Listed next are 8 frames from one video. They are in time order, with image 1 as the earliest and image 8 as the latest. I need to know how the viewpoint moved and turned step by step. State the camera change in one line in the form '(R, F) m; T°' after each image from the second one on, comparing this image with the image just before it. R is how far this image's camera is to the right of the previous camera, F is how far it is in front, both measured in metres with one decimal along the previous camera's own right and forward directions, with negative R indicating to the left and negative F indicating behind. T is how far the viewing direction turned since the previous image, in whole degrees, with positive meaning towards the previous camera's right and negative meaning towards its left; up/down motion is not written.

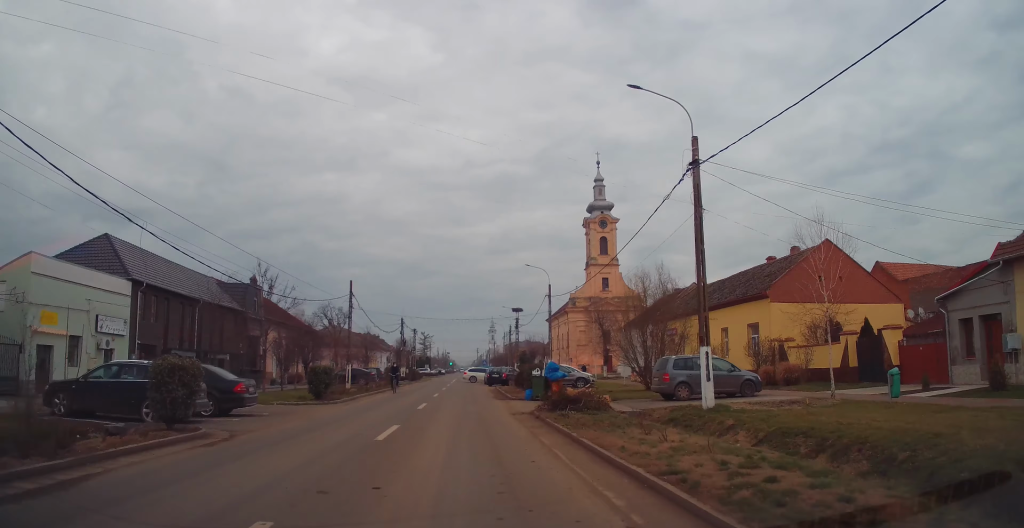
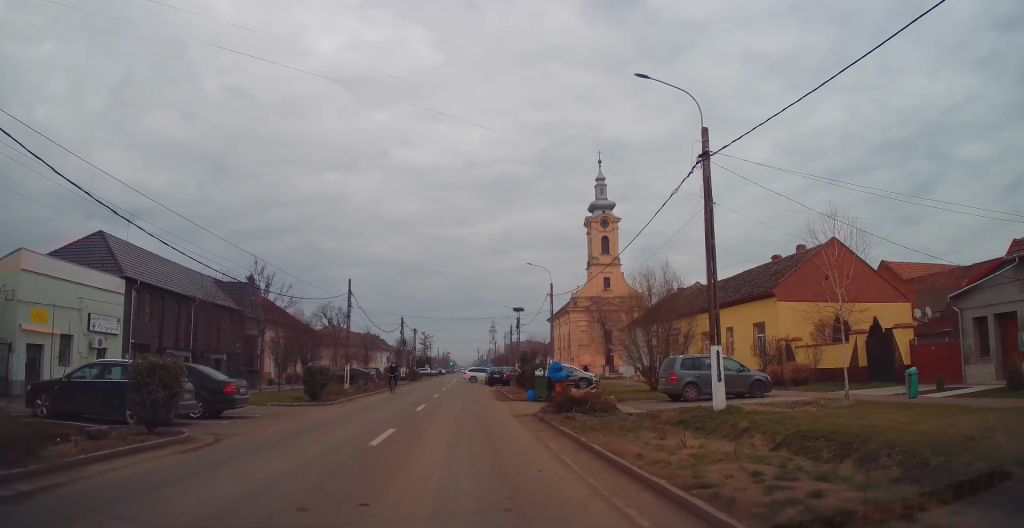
(0.0, +0.8) m; 0°
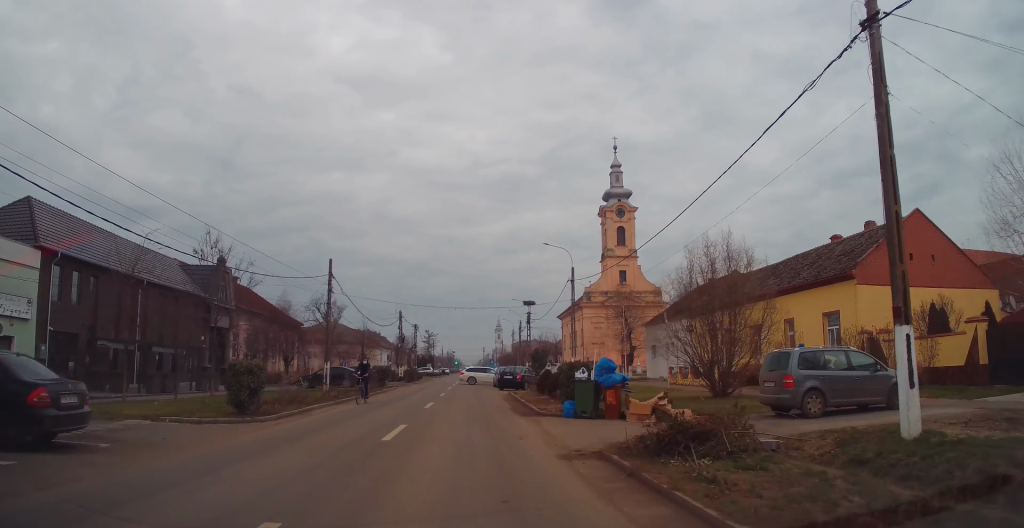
(0.0, +8.1) m; 0°
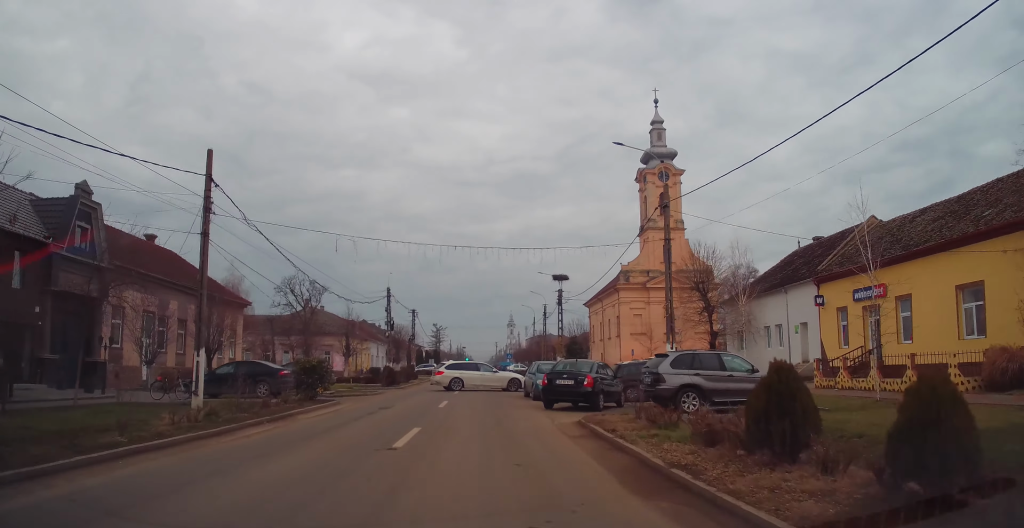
(0.0, +20.3) m; 0°
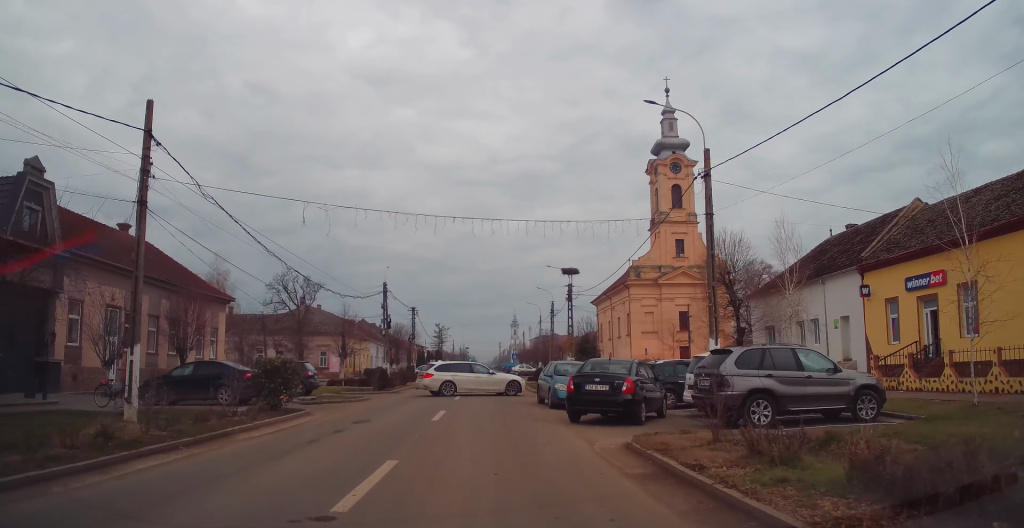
(0.0, +4.7) m; 0°
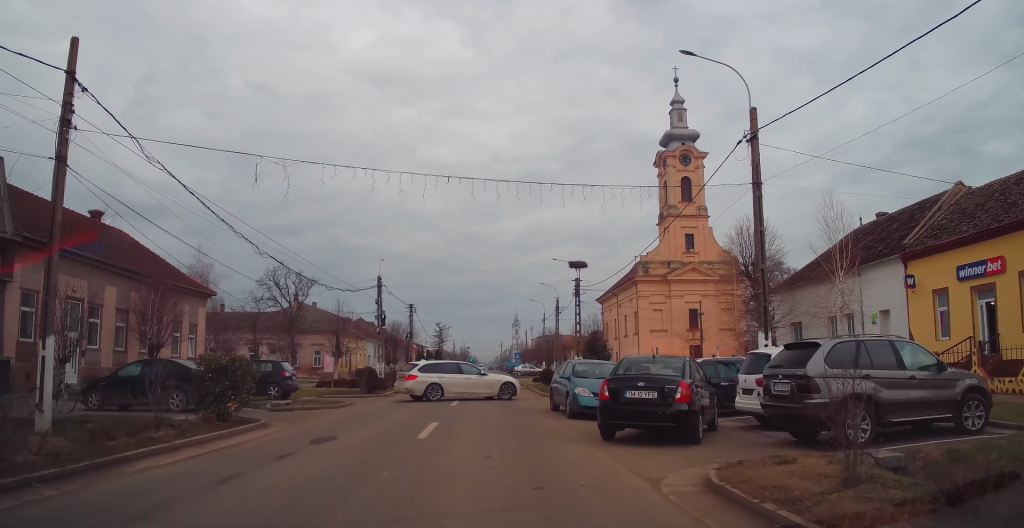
(0.0, +3.9) m; -1°
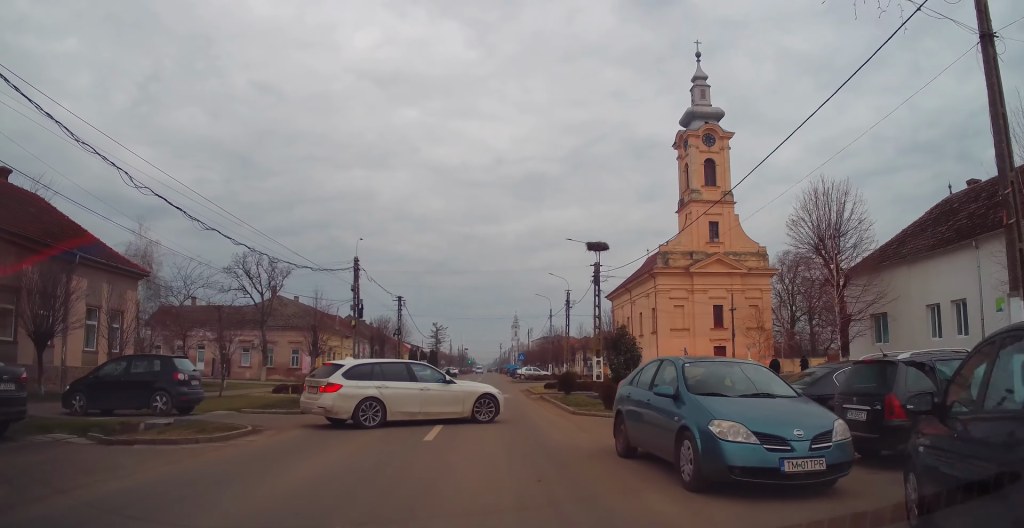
(-0.2, +10.2) m; +1°
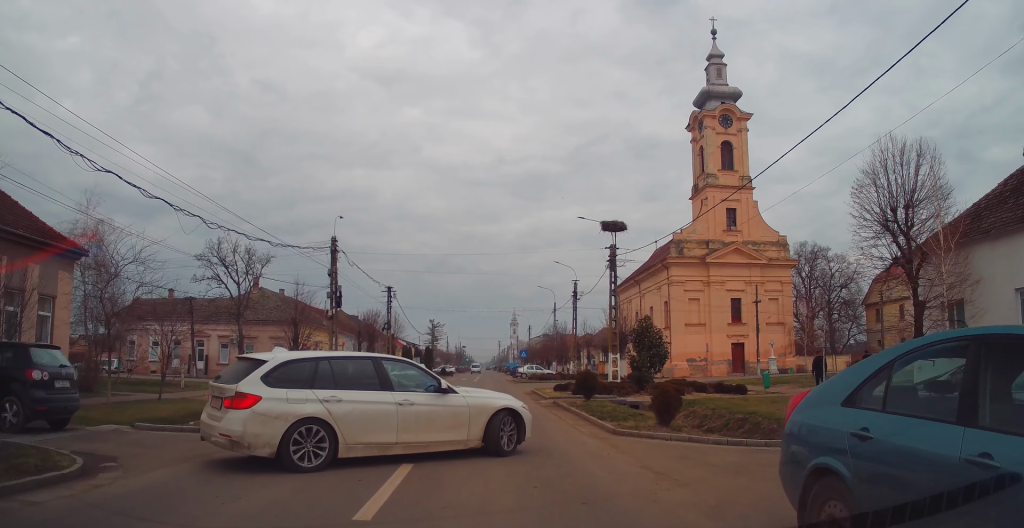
(0.0, +7.3) m; -2°
